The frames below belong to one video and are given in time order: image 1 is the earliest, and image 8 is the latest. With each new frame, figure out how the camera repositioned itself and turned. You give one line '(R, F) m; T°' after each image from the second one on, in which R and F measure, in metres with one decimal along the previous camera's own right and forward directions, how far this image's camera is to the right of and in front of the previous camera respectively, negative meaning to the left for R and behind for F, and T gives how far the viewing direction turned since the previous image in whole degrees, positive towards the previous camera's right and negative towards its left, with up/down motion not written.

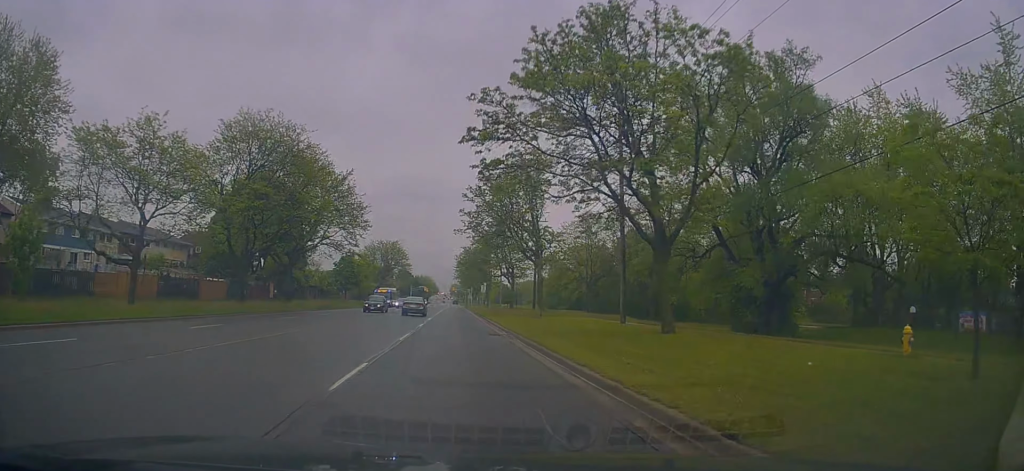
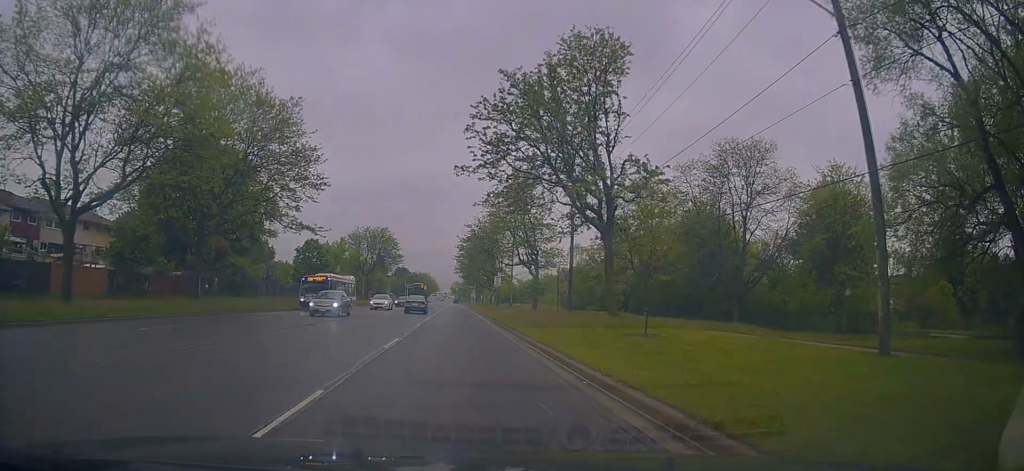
(+0.1, +22.2) m; 0°
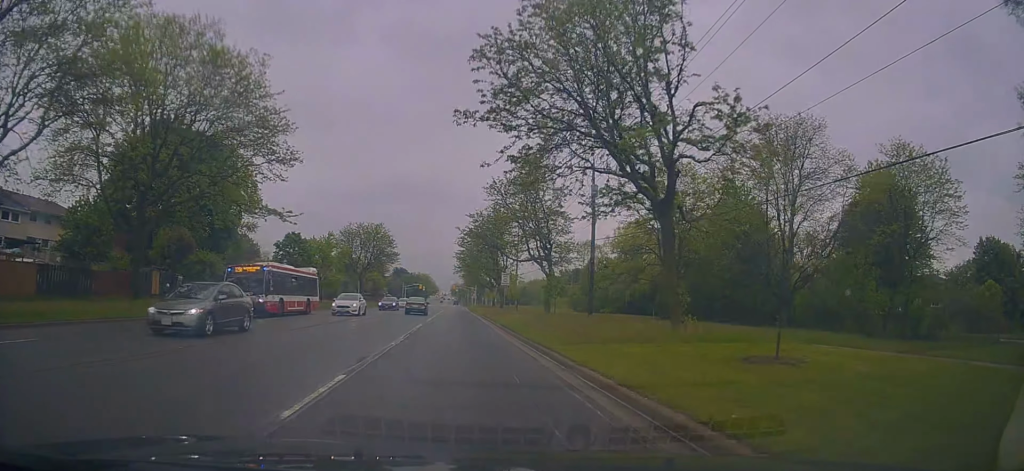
(0.0, +8.2) m; 0°
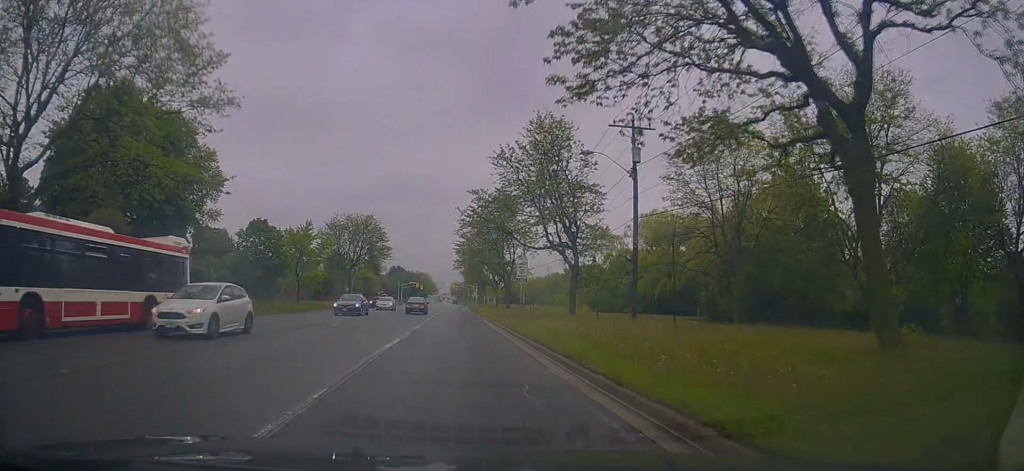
(0.0, +10.6) m; 0°
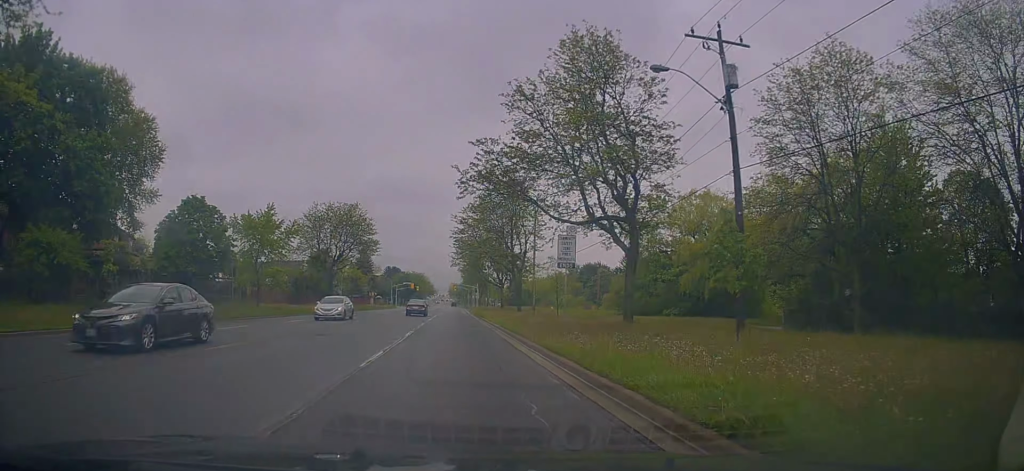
(0.0, +13.1) m; 0°
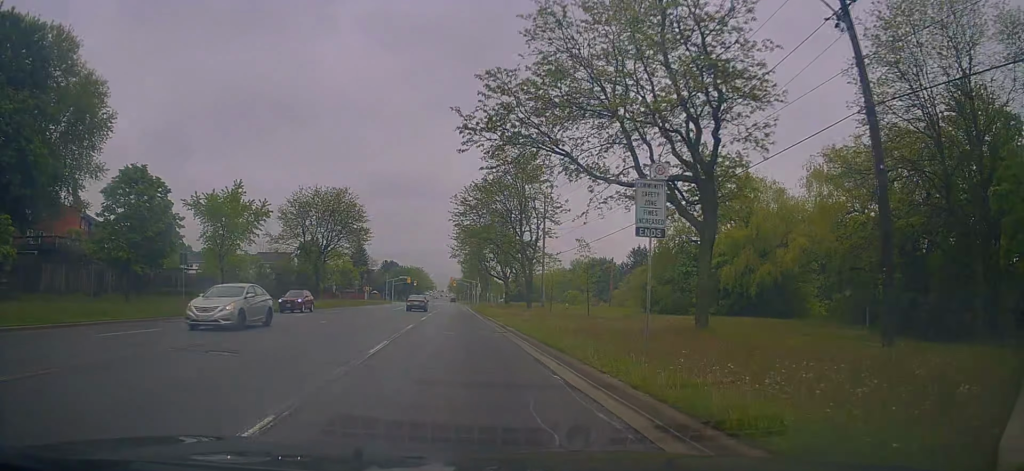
(0.0, +8.2) m; 0°
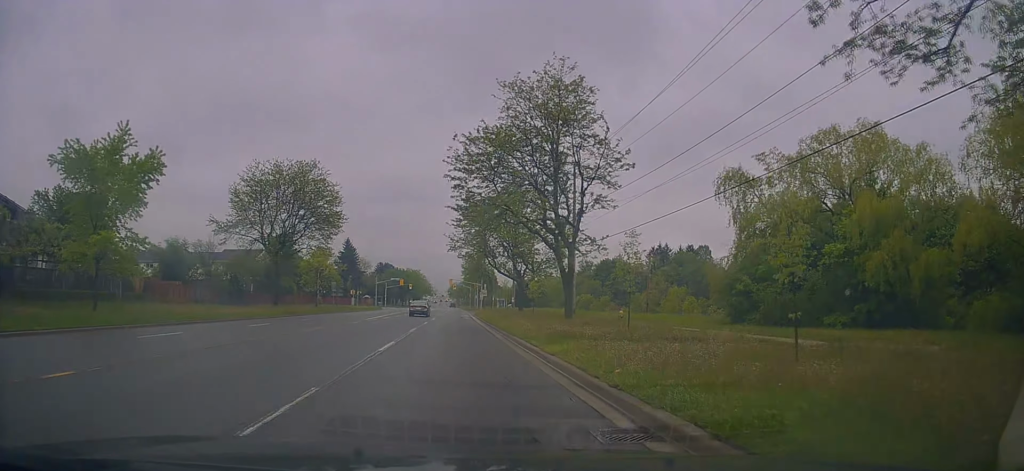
(-0.1, +16.9) m; 0°
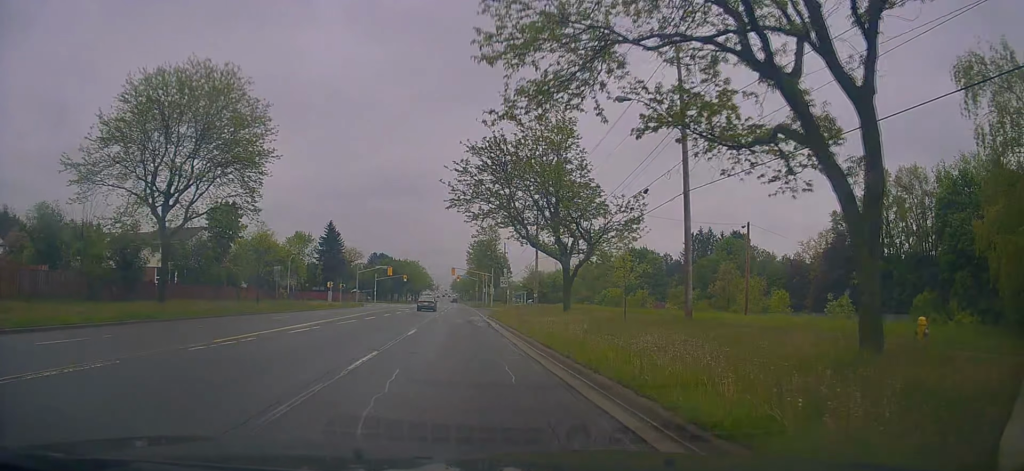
(+0.3, +23.9) m; 0°
